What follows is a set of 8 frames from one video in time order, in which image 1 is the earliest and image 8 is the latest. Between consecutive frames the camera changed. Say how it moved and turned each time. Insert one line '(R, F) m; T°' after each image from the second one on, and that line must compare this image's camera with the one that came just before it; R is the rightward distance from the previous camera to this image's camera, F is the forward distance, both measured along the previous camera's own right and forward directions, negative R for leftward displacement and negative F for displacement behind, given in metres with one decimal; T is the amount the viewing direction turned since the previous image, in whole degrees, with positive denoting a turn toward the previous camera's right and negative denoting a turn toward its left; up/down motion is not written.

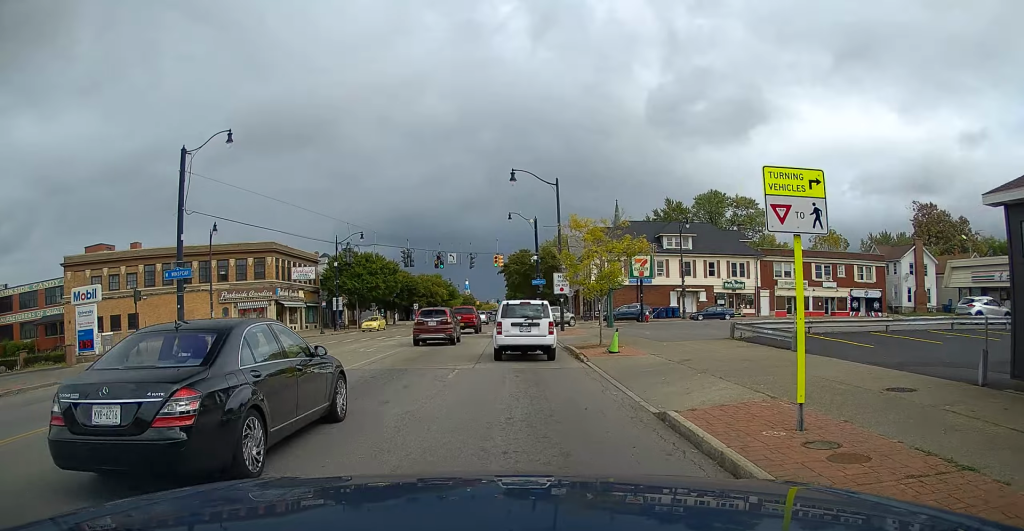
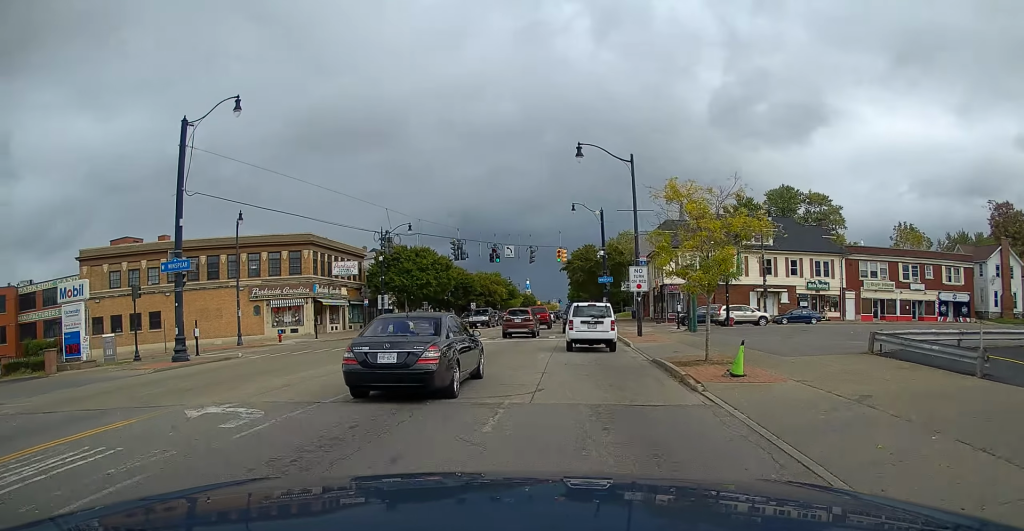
(-0.5, +8.6) m; -3°
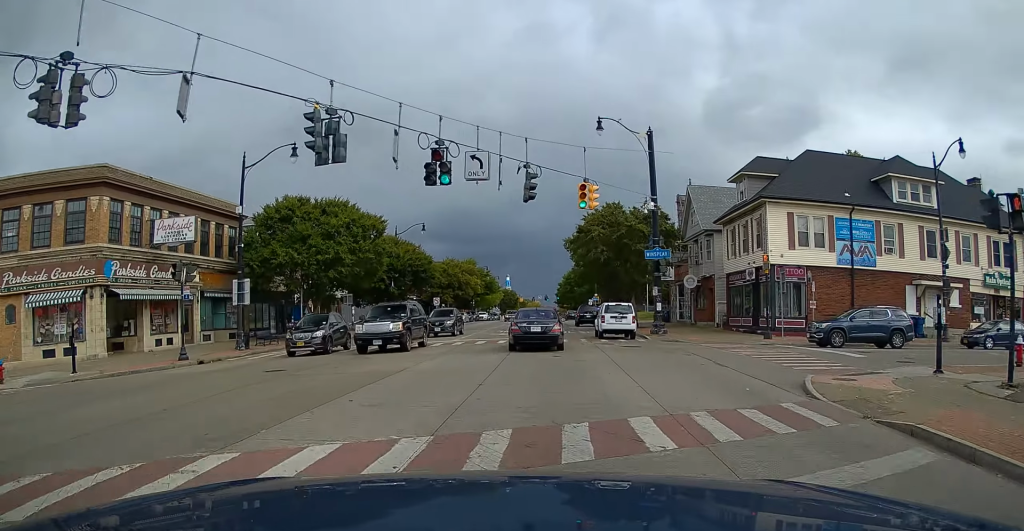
(-1.2, +28.3) m; -1°
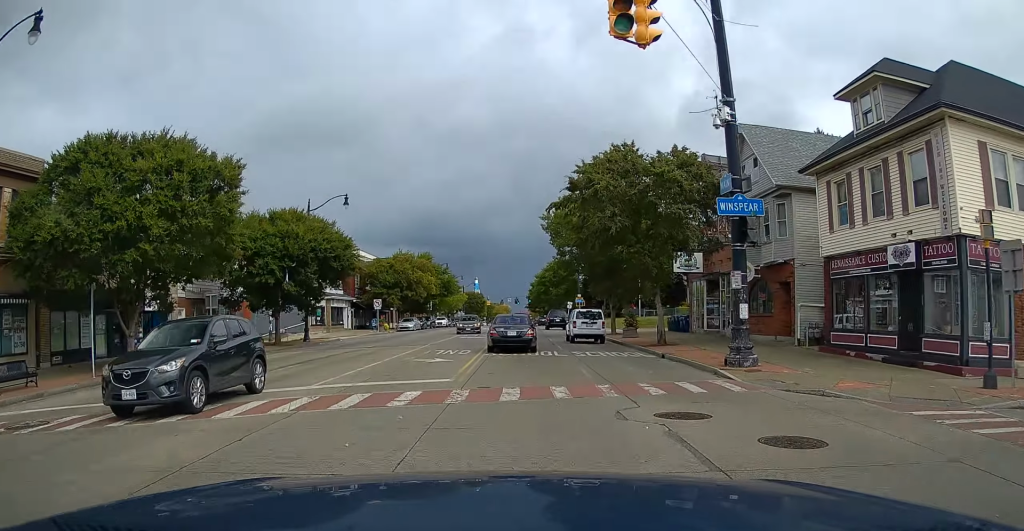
(+0.4, +16.7) m; +1°
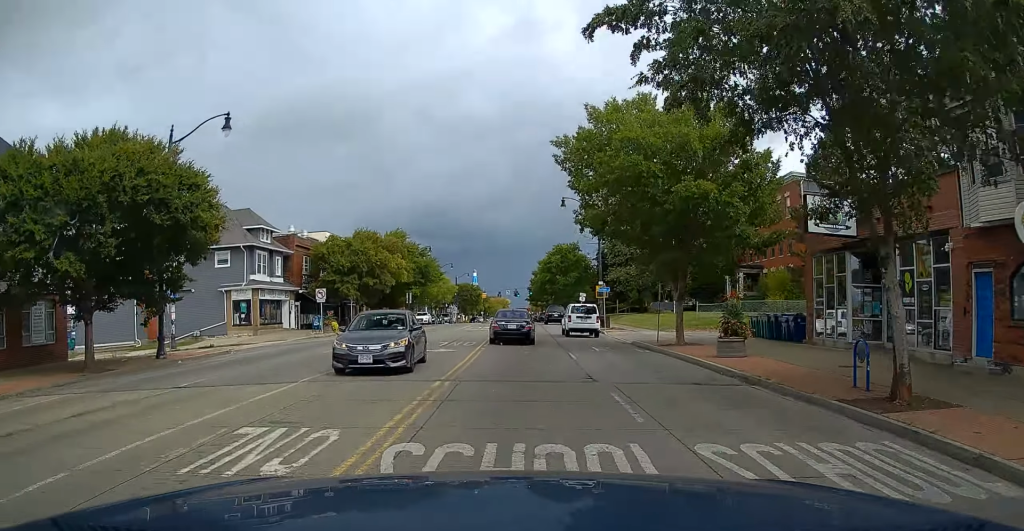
(+0.3, +17.0) m; +1°
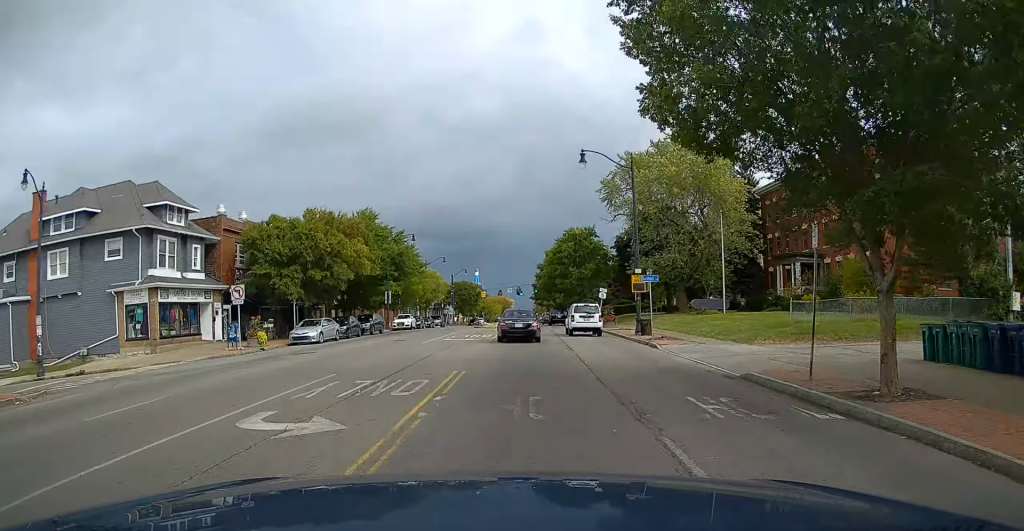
(-0.1, +14.6) m; 0°
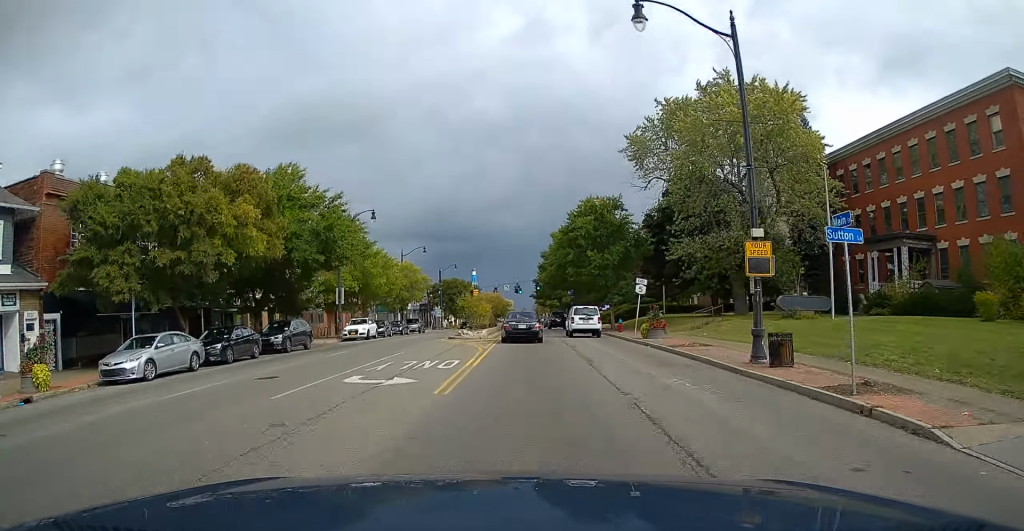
(-0.1, +17.4) m; 0°
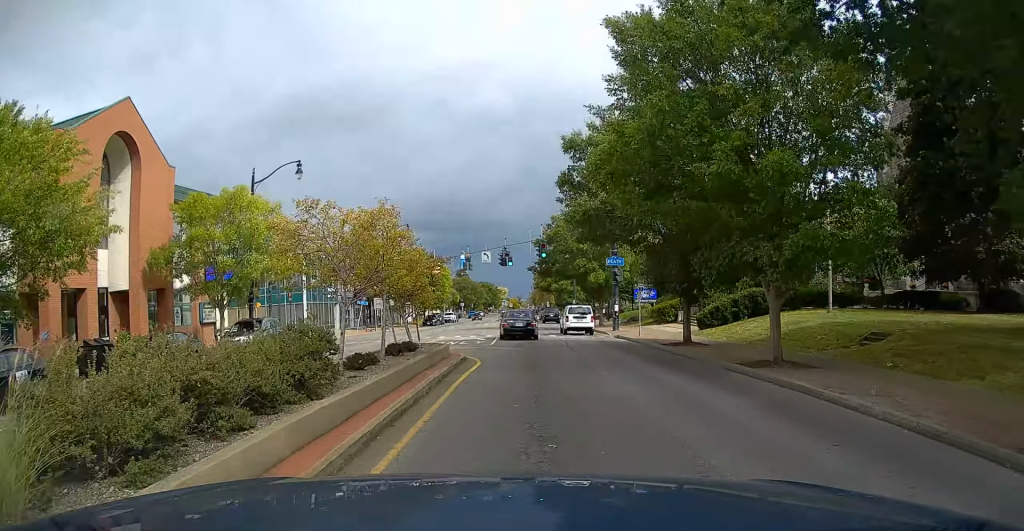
(+0.3, +41.9) m; +1°
